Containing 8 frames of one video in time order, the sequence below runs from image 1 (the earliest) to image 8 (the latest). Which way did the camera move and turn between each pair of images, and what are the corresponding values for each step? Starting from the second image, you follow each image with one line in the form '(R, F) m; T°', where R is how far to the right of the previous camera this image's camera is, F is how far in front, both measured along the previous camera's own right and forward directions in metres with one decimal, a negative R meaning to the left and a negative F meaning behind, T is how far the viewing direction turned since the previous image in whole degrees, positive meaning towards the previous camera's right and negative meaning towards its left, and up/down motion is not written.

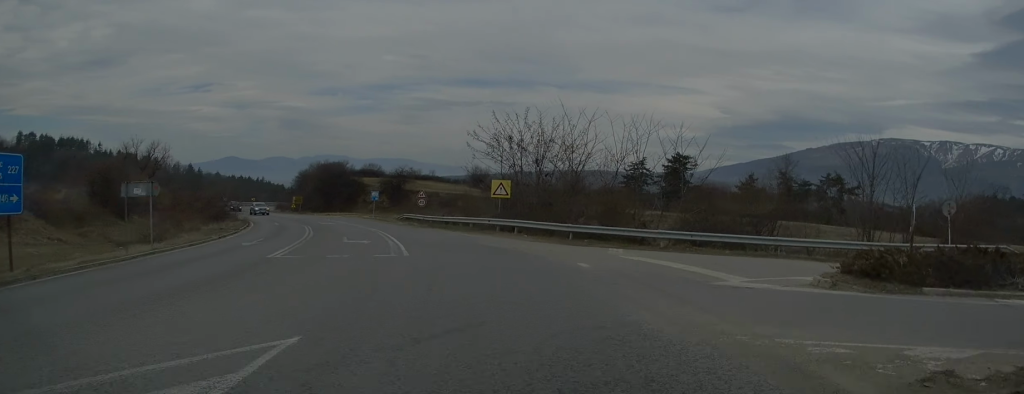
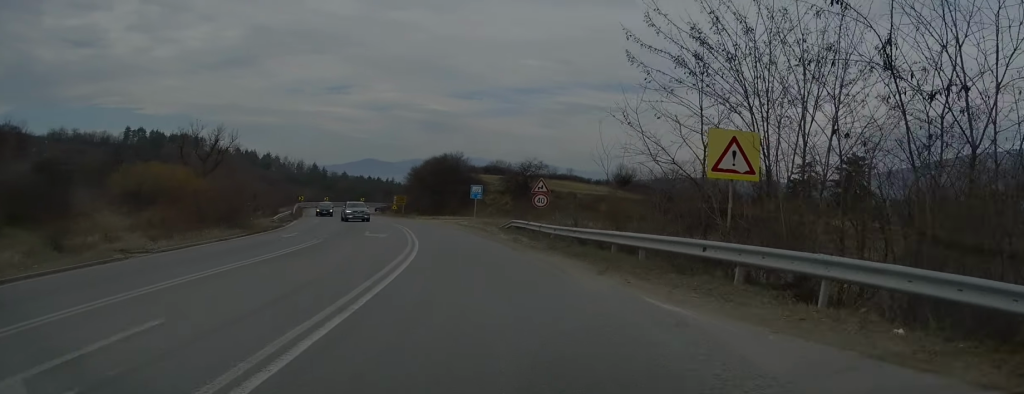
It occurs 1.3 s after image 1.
(-2.4, +20.9) m; -14°
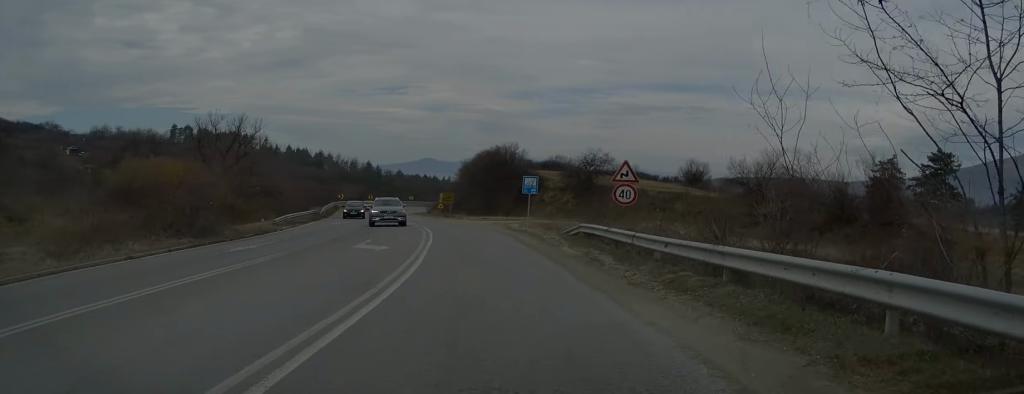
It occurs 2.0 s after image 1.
(-1.0, +10.1) m; -4°
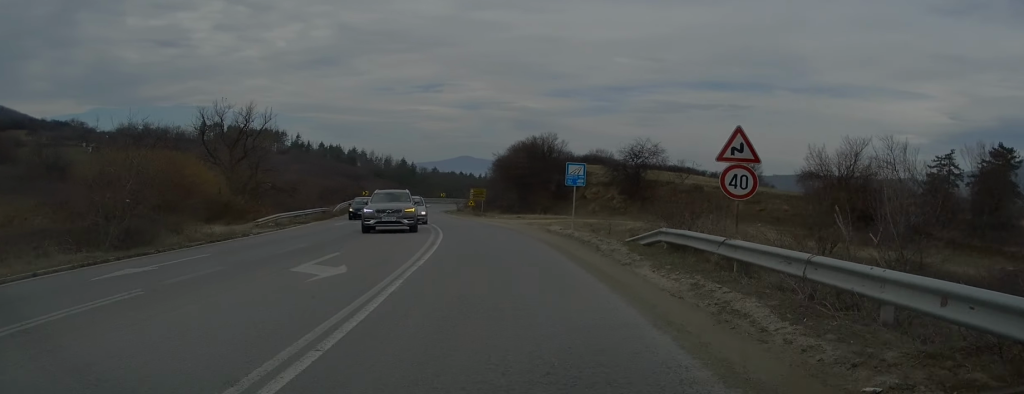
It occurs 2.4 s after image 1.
(-0.2, +7.5) m; -3°
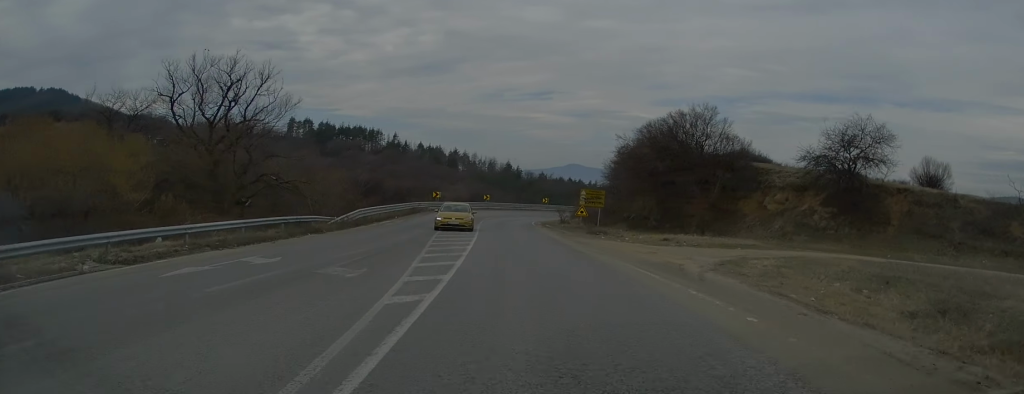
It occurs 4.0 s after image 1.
(-1.6, +25.2) m; -9°
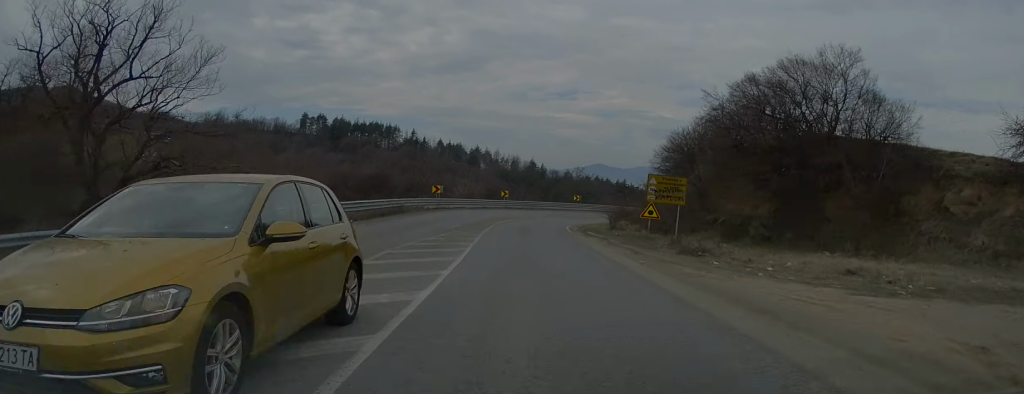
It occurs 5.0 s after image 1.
(-0.7, +16.8) m; -2°
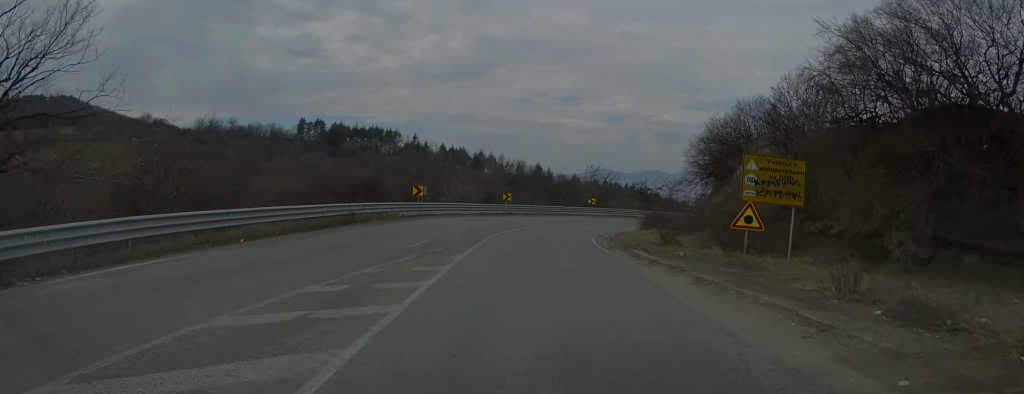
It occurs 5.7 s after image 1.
(+0.1, +11.4) m; 0°
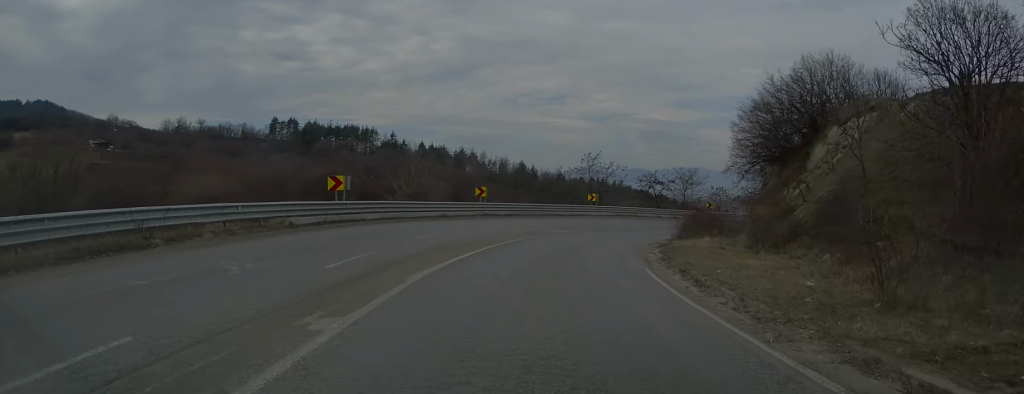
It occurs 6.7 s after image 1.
(+0.1, +15.0) m; +3°
